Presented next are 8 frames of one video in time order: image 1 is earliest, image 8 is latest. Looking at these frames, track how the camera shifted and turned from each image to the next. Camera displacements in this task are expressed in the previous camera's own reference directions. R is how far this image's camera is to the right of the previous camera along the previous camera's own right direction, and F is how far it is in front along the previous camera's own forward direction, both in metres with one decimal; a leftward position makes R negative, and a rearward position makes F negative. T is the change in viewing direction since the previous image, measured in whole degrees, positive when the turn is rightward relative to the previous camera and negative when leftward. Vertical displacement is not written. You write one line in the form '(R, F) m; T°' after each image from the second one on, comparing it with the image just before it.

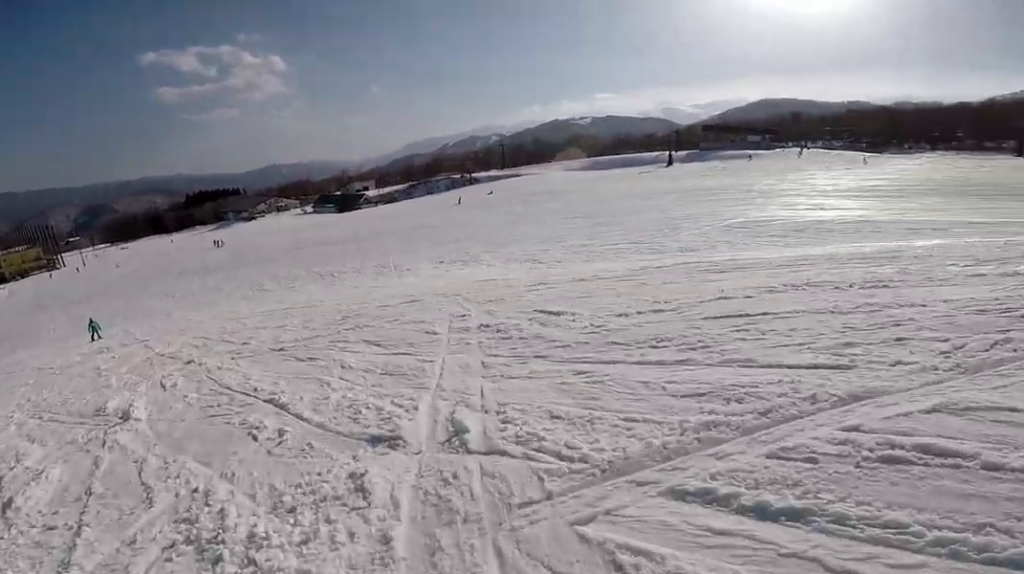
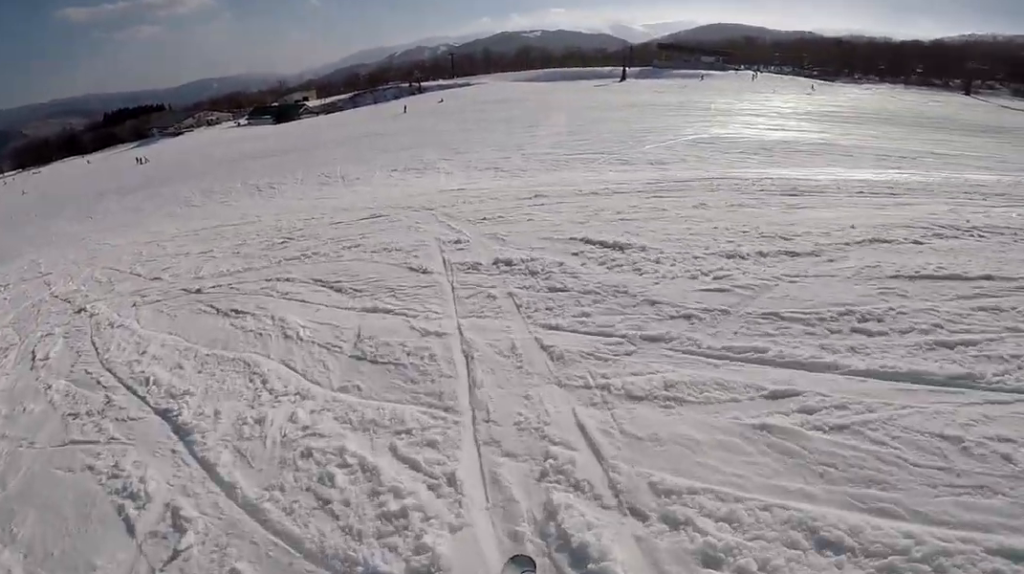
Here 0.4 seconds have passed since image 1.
(0.0, +2.1) m; 0°
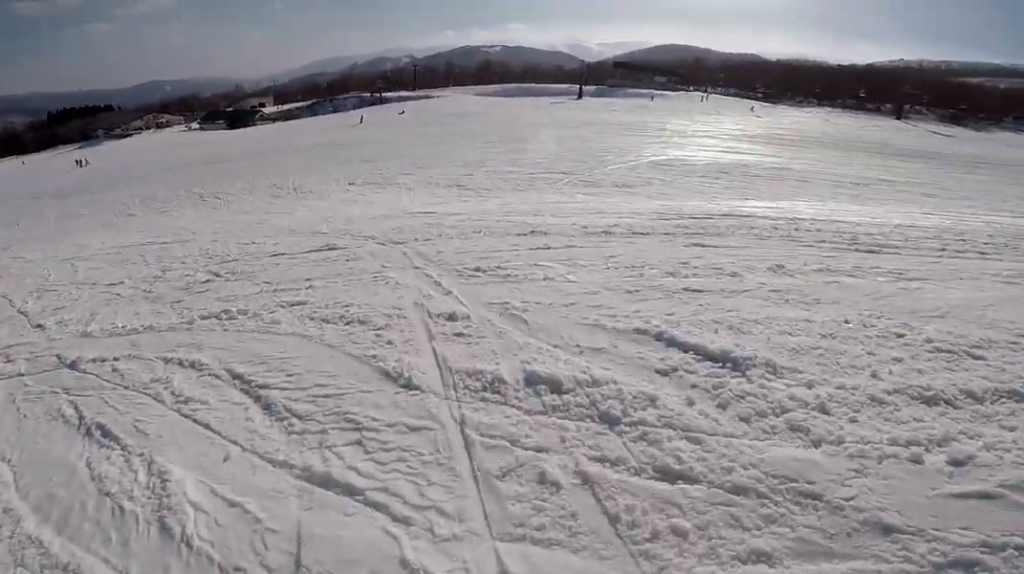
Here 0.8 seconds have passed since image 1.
(0.0, +2.2) m; -3°
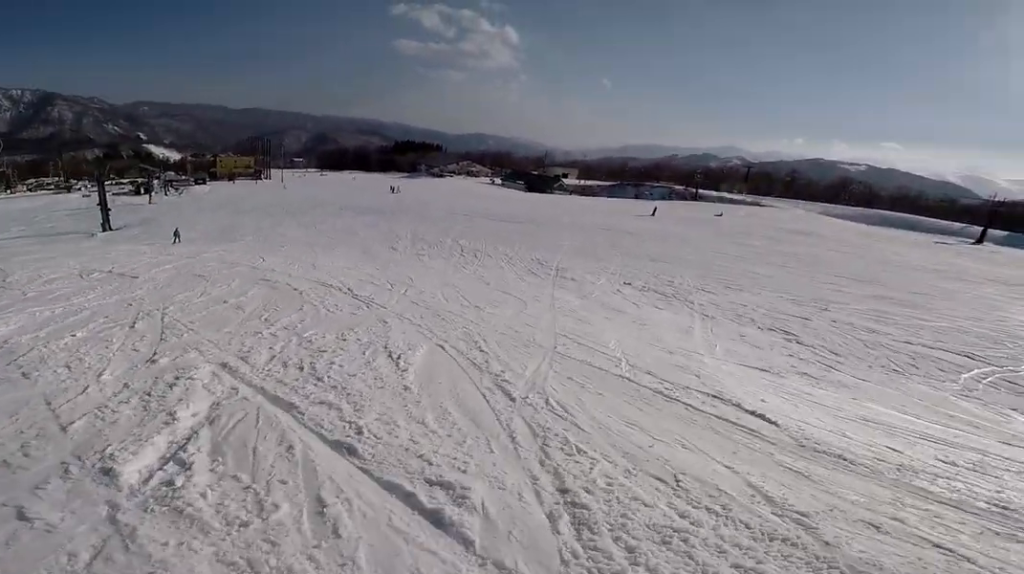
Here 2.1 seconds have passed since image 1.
(-0.8, +6.9) m; -18°
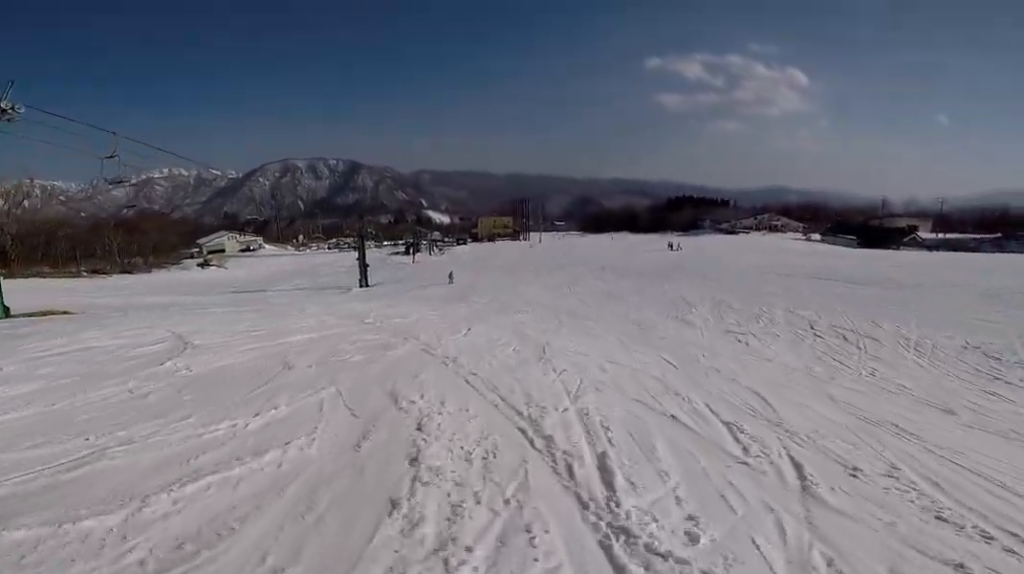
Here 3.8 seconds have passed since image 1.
(-2.2, +10.1) m; -18°
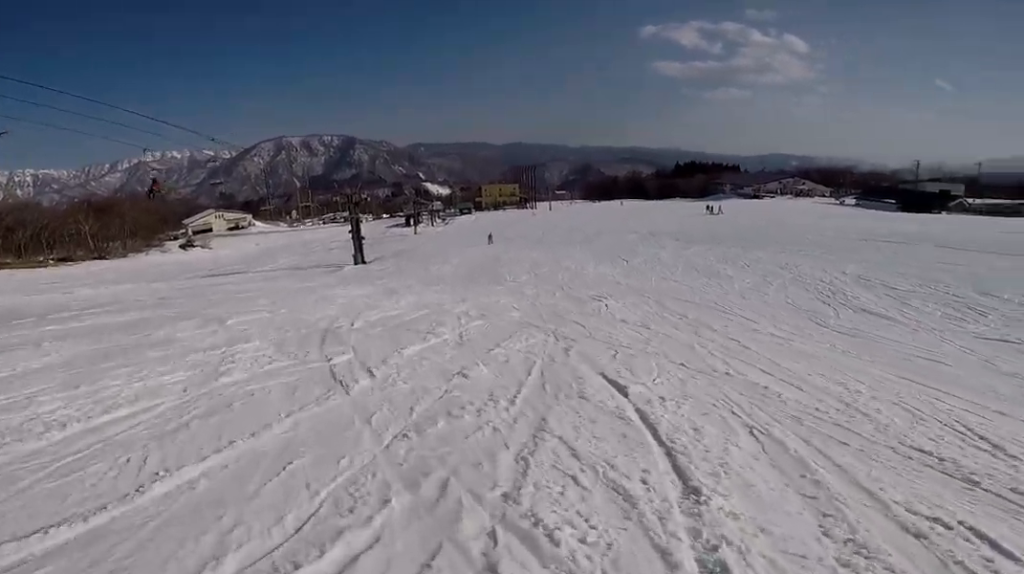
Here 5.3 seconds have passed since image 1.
(-0.8, +10.5) m; +6°
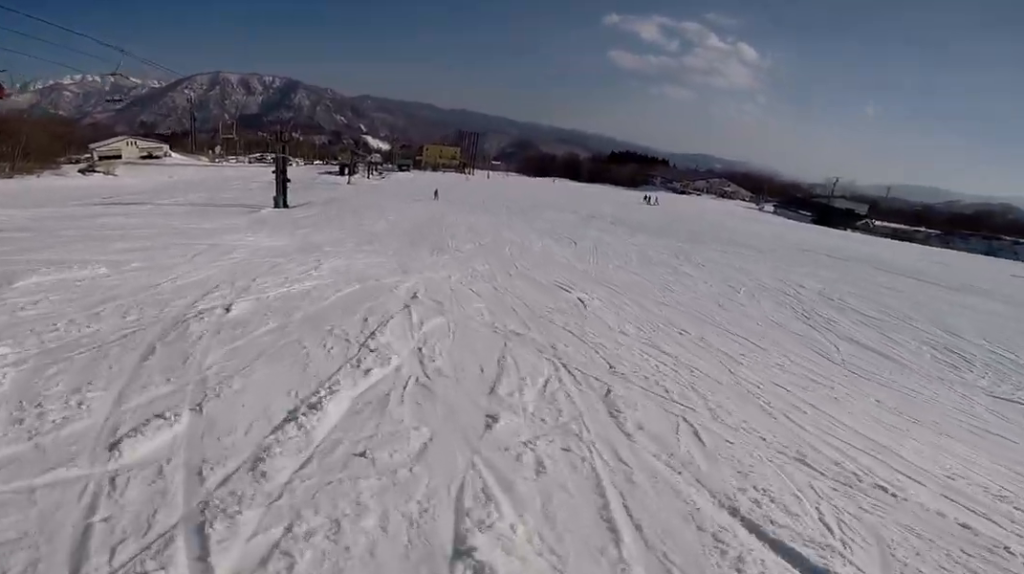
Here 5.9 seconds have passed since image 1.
(+0.4, +4.3) m; +8°
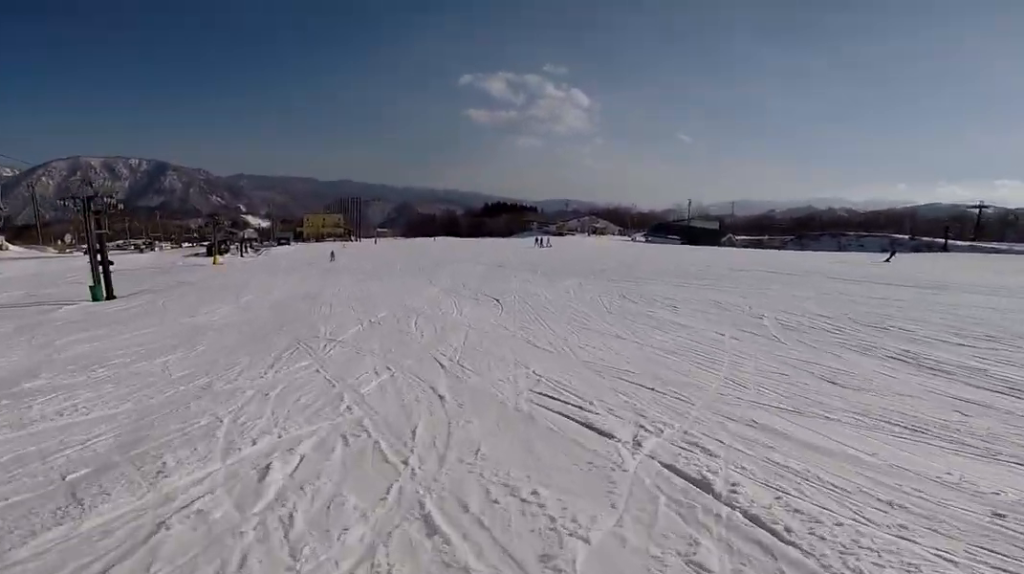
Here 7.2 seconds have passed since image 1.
(+1.9, +10.6) m; +10°
